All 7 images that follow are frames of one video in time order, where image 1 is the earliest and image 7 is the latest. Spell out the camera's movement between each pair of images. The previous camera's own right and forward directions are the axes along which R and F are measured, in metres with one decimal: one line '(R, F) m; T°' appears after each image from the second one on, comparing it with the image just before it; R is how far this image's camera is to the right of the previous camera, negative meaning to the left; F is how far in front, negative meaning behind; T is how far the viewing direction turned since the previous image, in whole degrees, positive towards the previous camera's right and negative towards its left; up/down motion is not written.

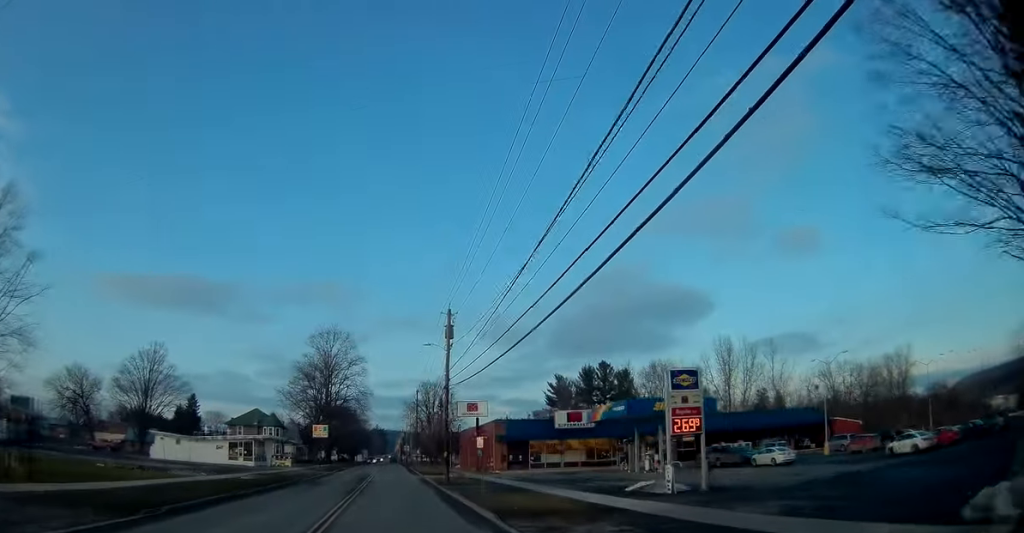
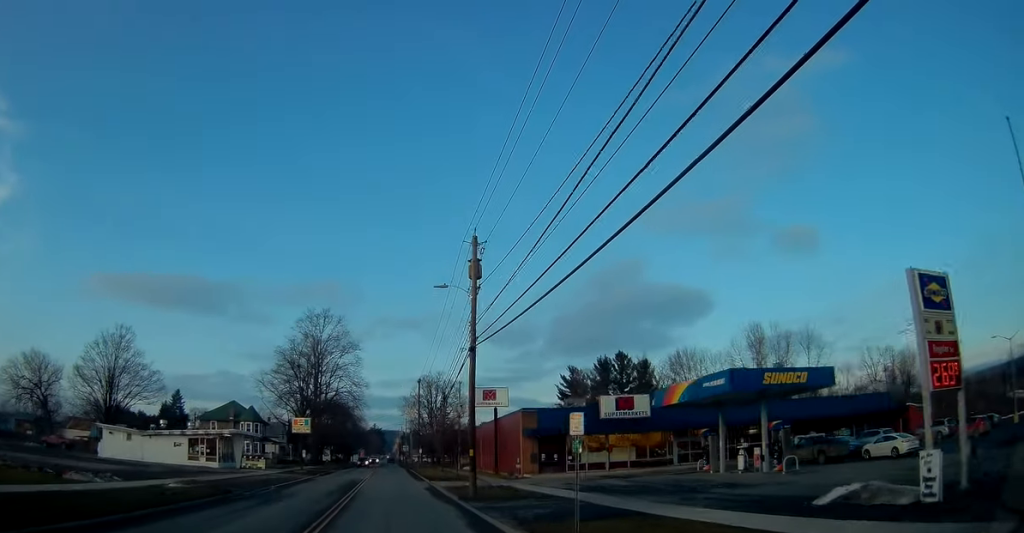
(0.0, +14.6) m; 0°
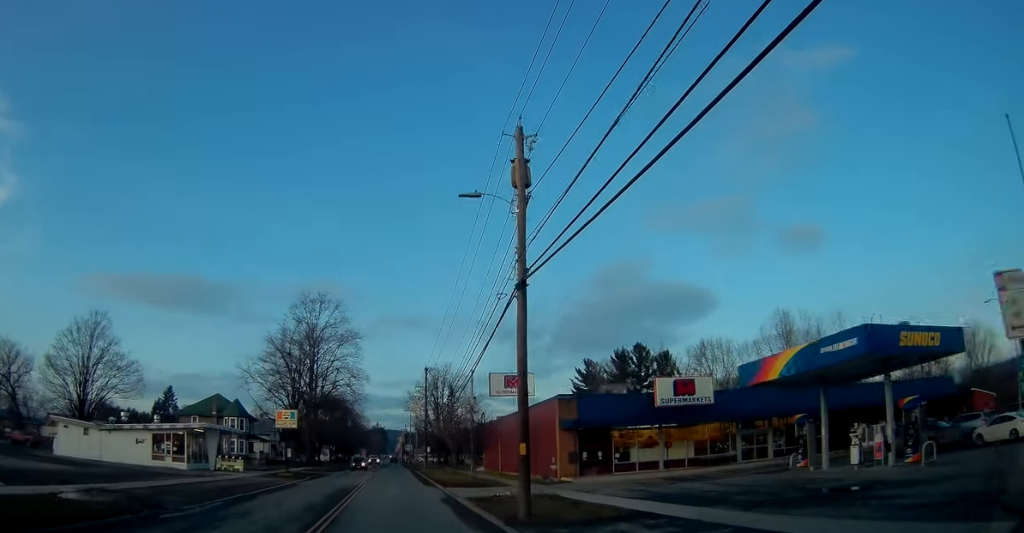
(+0.1, +10.2) m; -1°
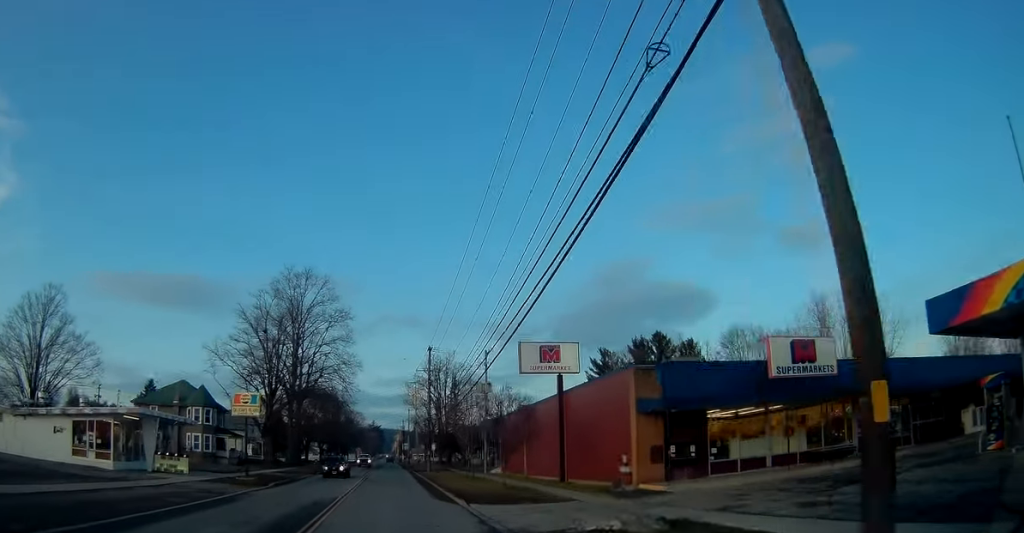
(-0.3, +13.3) m; 0°
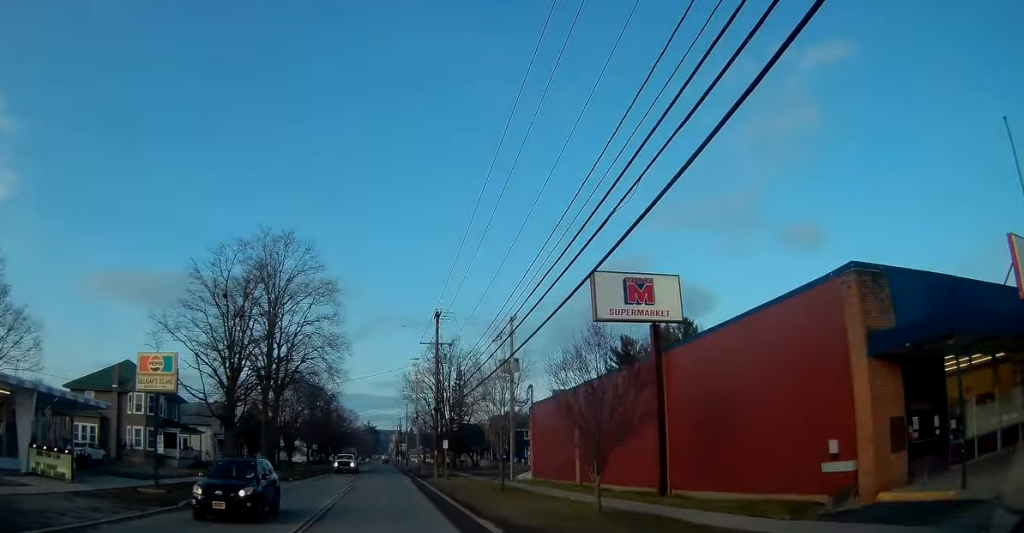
(+0.4, +14.7) m; +1°
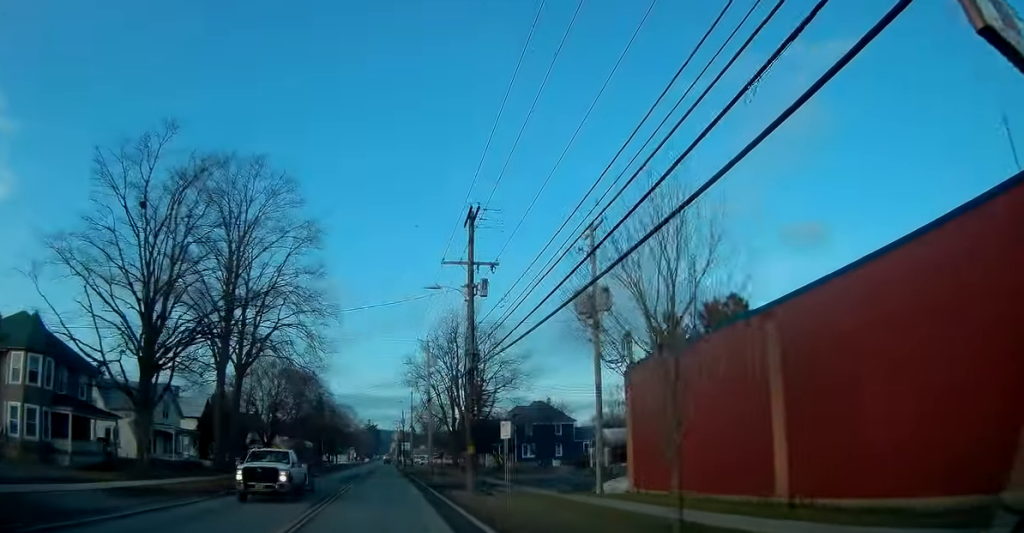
(-0.1, +18.7) m; 0°
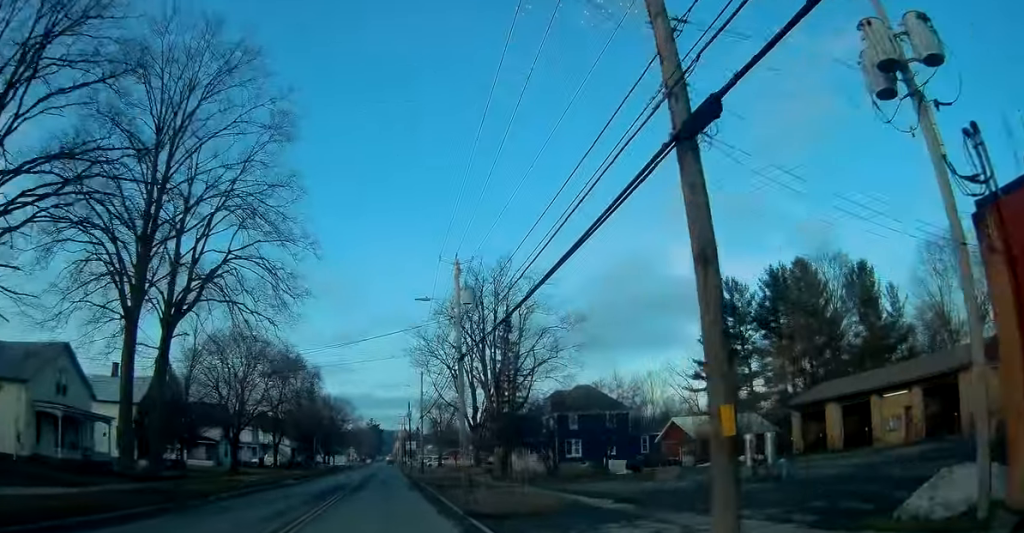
(+0.1, +19.2) m; 0°
